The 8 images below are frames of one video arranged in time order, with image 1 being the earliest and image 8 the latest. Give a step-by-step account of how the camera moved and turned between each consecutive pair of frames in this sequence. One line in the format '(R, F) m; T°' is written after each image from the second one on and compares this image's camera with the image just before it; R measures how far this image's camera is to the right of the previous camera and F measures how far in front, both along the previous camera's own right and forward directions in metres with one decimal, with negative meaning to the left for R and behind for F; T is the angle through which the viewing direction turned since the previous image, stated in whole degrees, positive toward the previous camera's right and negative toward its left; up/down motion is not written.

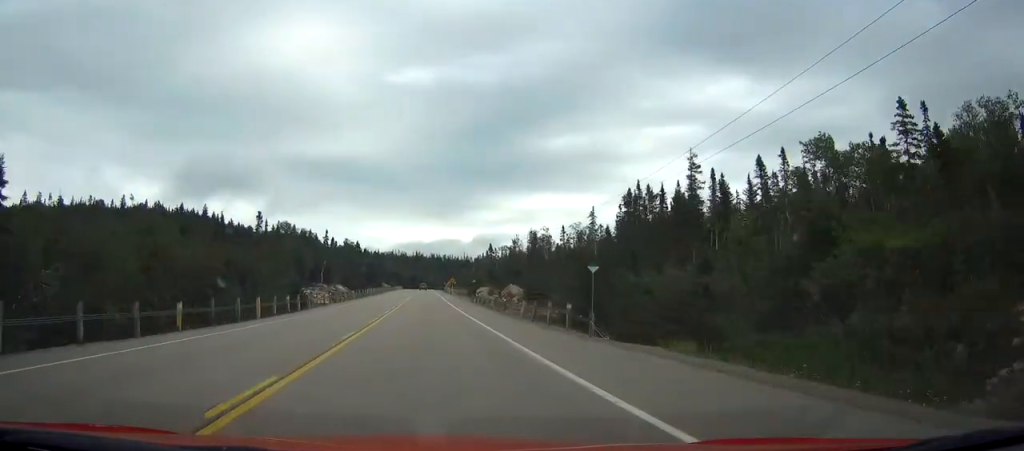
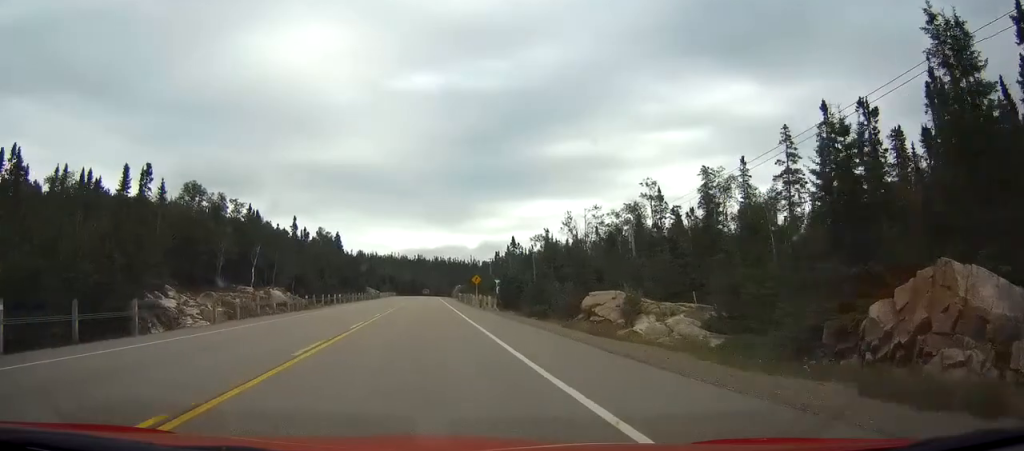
(-0.7, +64.3) m; -1°
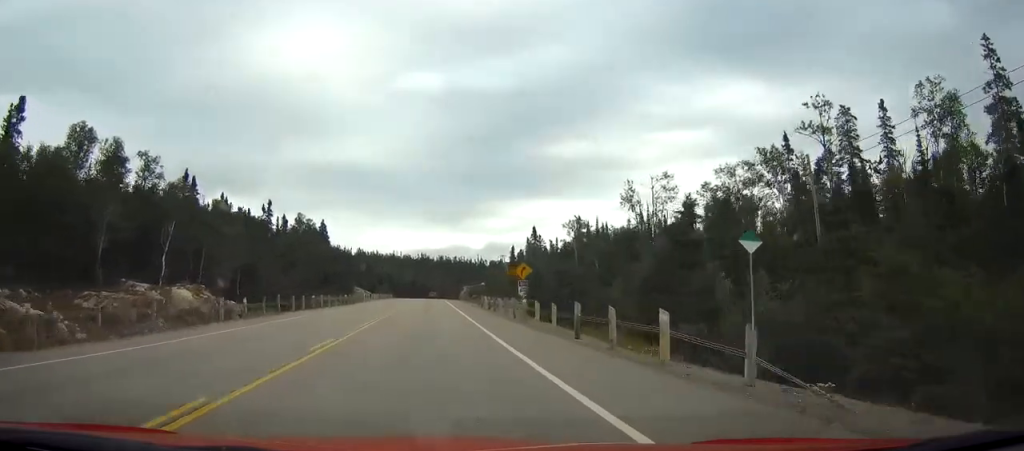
(-0.2, +34.3) m; 0°
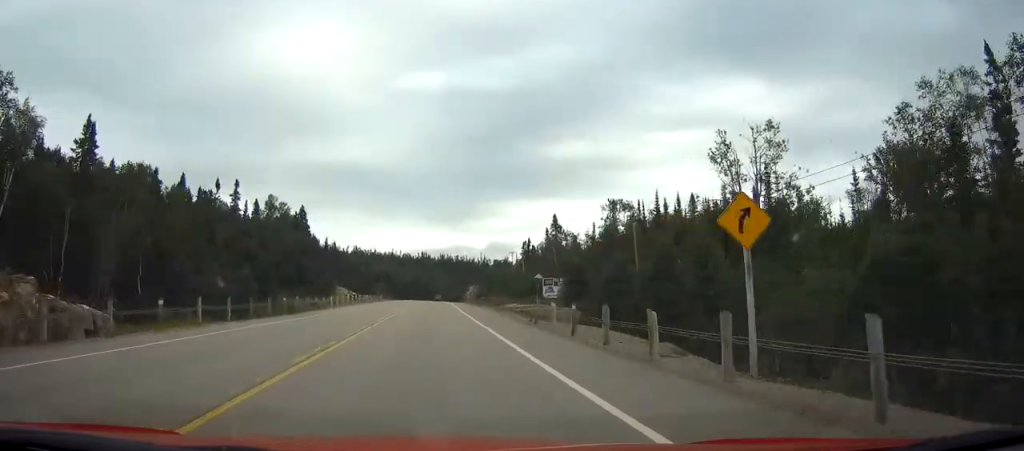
(0.0, +27.8) m; +1°
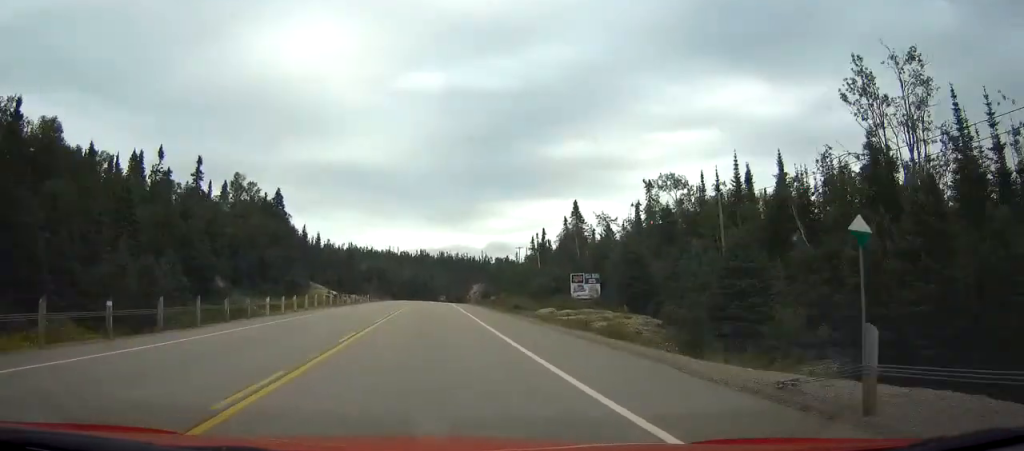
(-0.2, +21.4) m; +2°
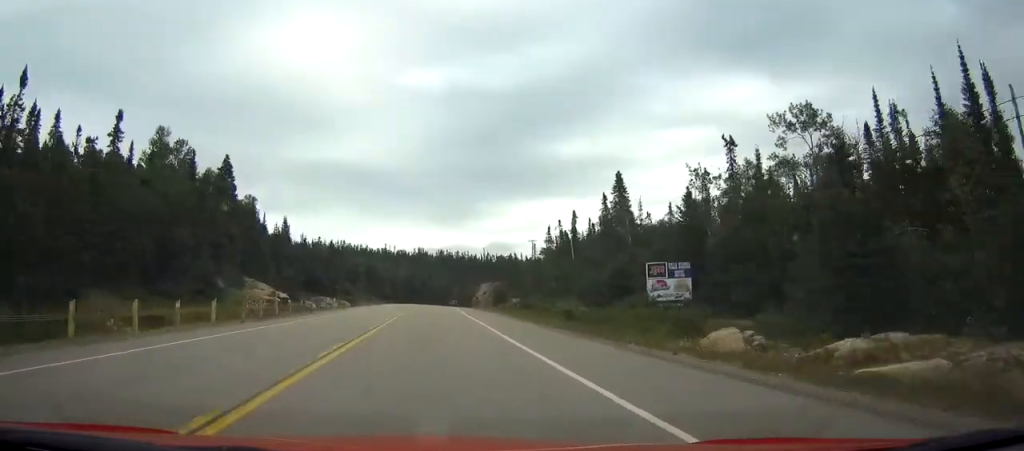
(+1.3, +29.8) m; +2°
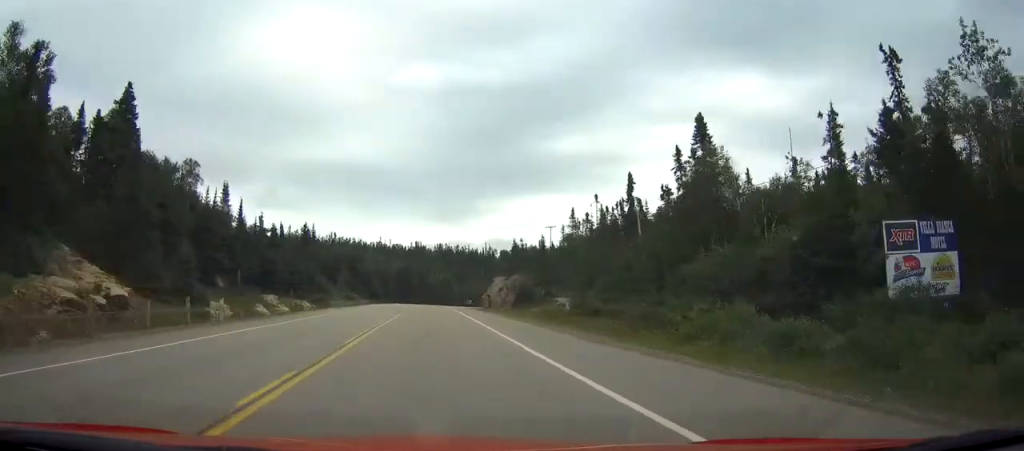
(+0.1, +30.8) m; 0°
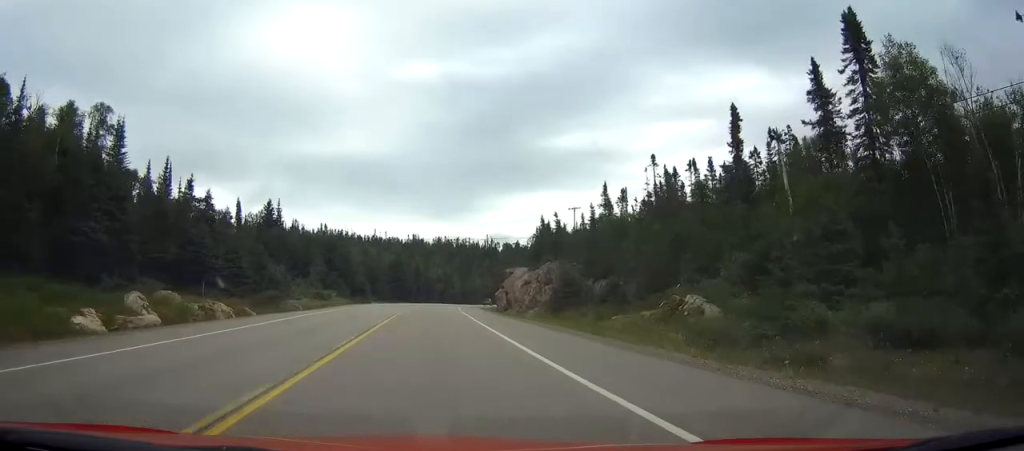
(0.0, +27.6) m; 0°
